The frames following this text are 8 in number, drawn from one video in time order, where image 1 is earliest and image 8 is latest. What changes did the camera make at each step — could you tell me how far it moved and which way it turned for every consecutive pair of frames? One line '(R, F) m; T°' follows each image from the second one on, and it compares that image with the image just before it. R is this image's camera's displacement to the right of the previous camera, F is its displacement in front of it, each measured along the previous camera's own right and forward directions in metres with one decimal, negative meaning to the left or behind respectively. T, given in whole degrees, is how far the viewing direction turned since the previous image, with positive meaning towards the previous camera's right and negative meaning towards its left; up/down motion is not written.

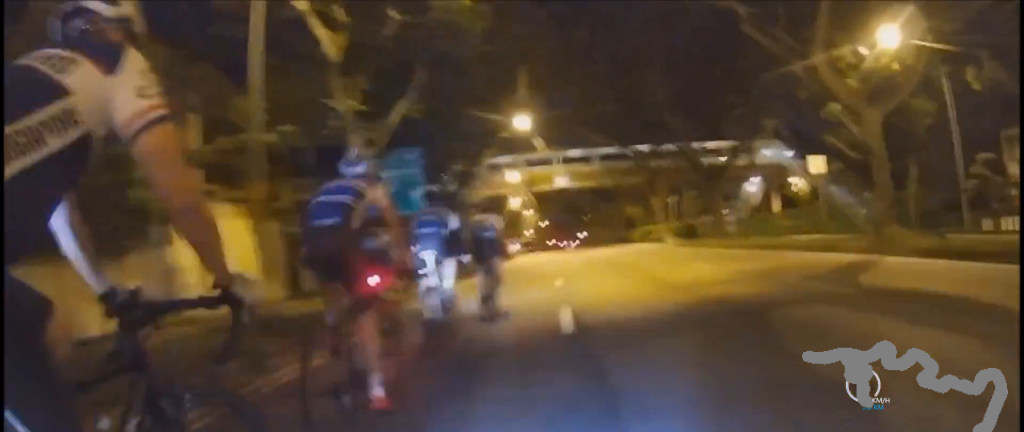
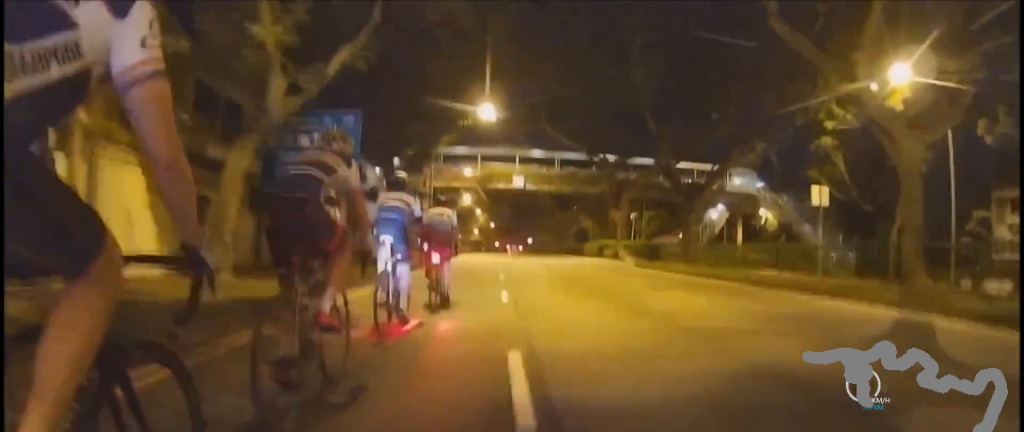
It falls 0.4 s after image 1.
(0.0, +3.0) m; 0°
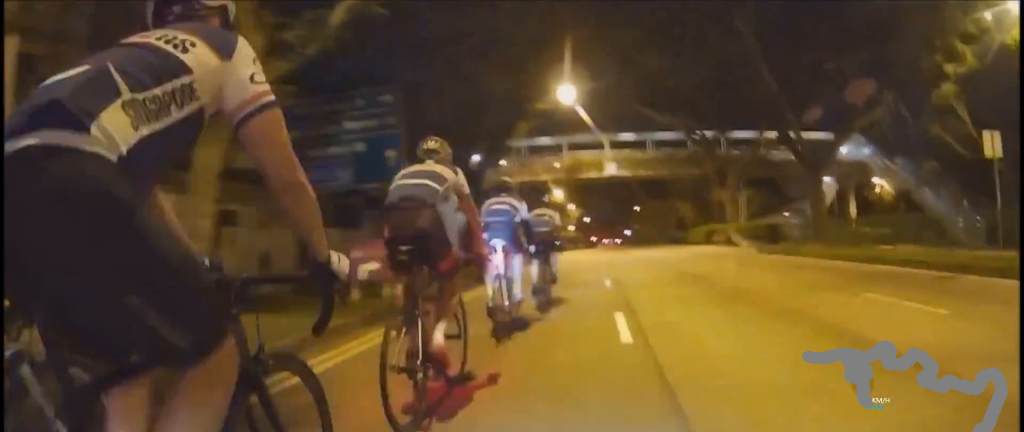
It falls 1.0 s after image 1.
(0.0, +3.9) m; 0°
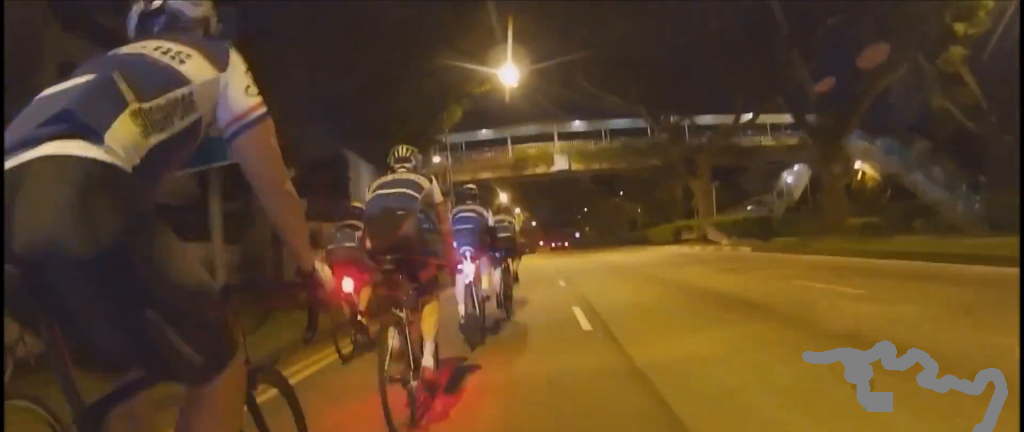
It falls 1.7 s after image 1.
(0.0, +5.0) m; 0°
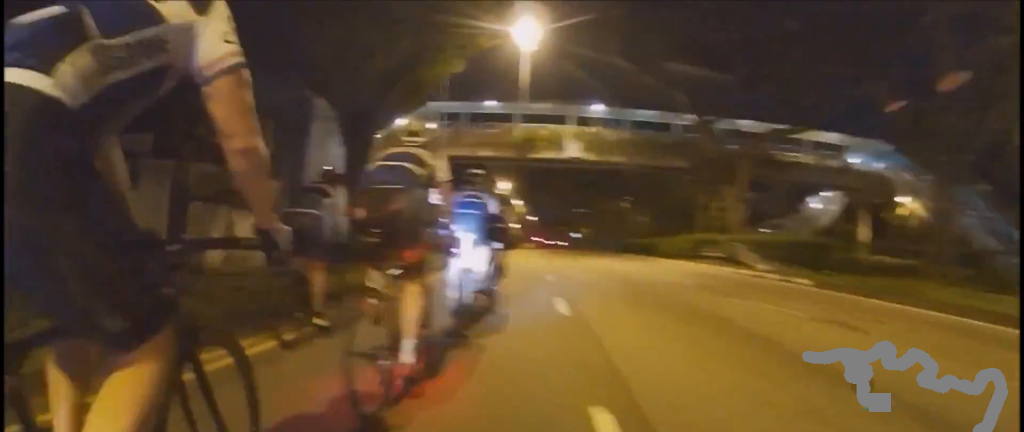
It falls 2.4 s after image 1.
(0.0, +4.7) m; 0°
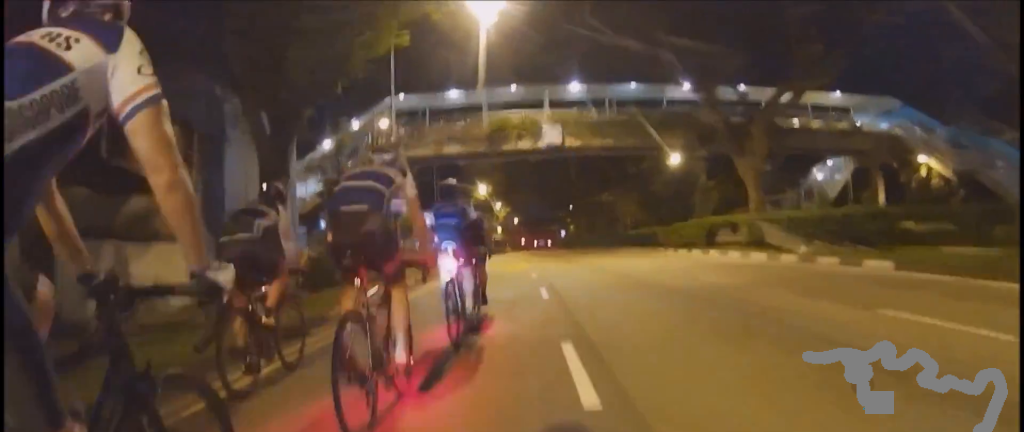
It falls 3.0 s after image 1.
(0.0, +3.5) m; 0°
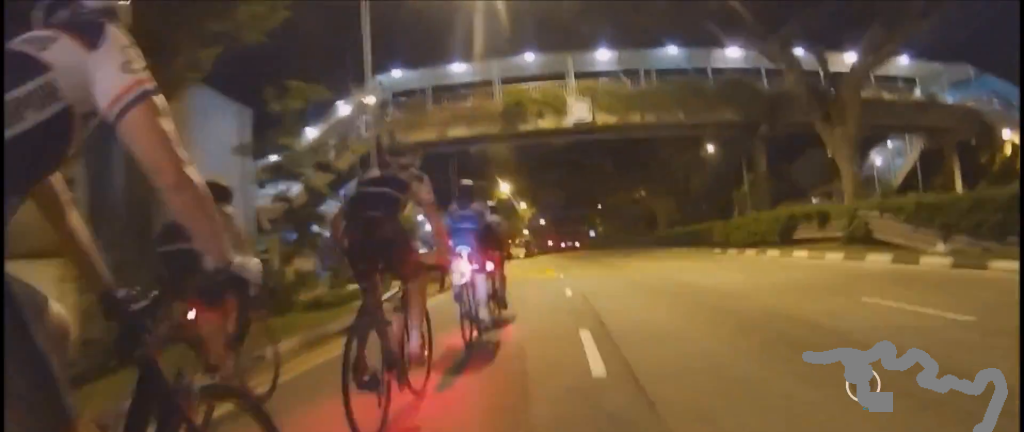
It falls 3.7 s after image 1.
(0.0, +4.6) m; 0°
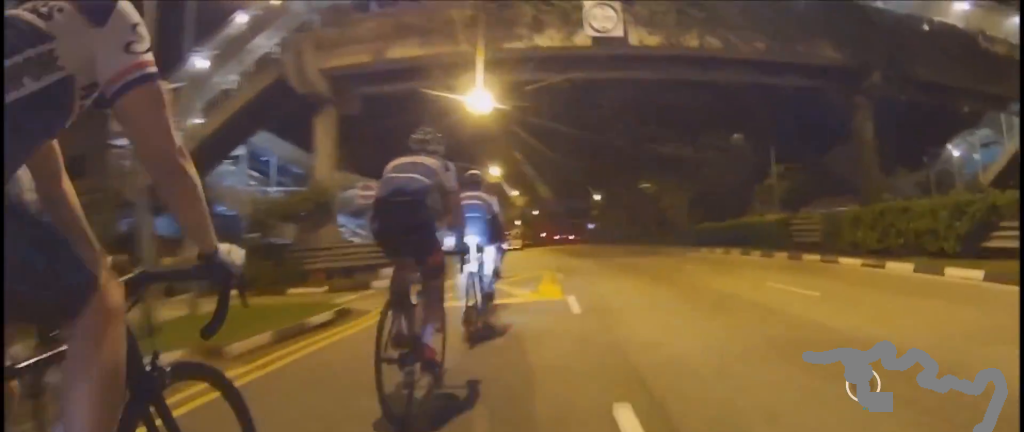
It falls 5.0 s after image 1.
(0.0, +7.9) m; -2°
